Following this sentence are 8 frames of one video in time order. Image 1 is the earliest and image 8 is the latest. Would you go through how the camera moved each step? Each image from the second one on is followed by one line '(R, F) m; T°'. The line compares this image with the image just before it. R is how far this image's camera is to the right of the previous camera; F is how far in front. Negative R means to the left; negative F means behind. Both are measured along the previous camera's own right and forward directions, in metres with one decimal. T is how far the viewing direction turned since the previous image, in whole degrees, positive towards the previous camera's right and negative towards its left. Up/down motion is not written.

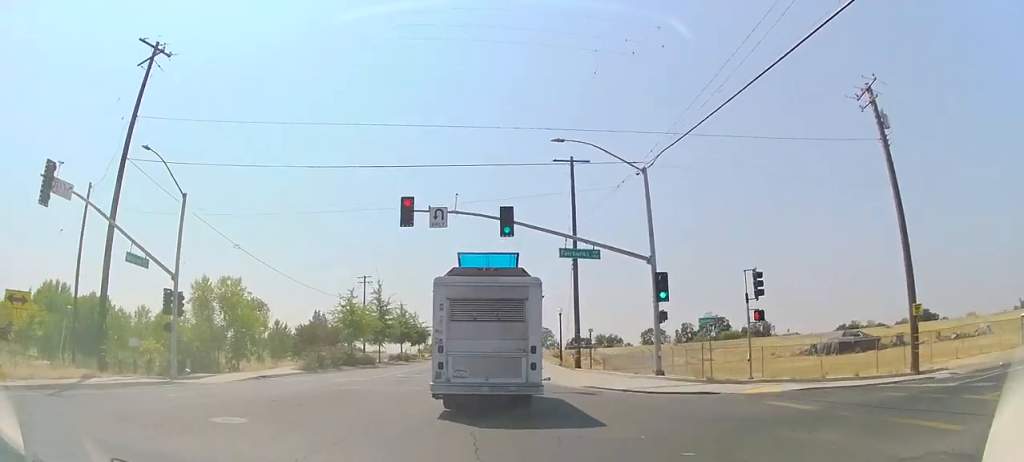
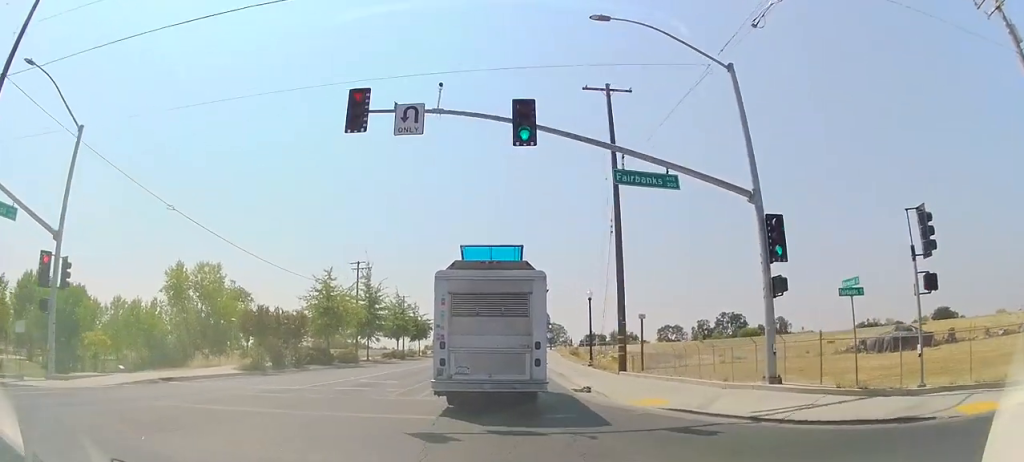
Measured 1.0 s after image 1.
(-0.2, +9.4) m; -2°
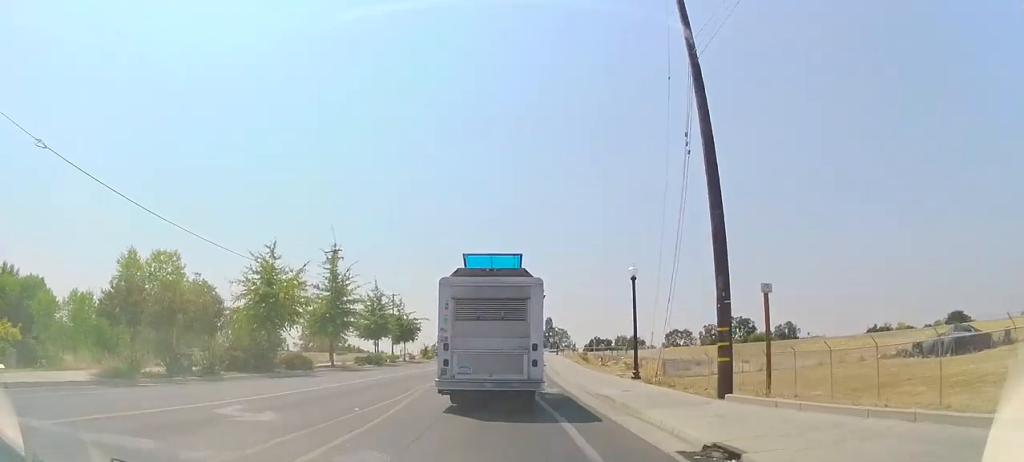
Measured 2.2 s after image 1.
(-0.1, +11.0) m; -1°
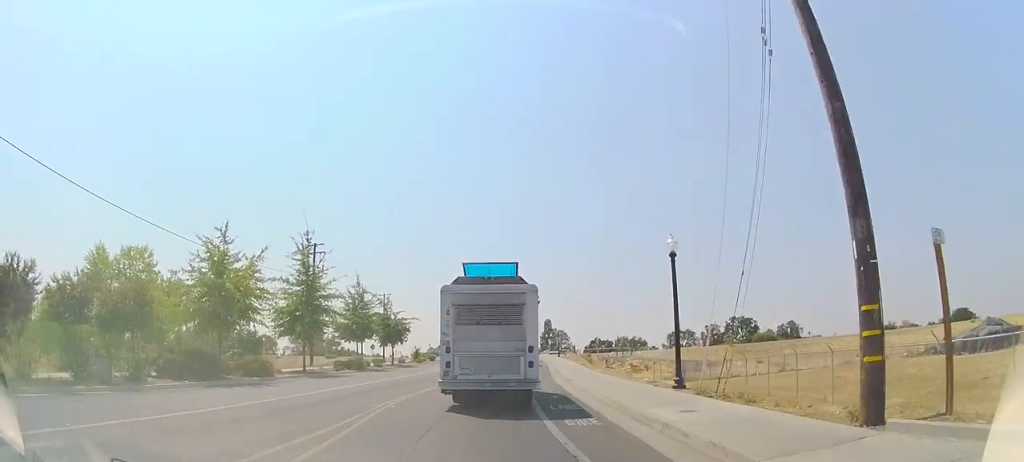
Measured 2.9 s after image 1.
(0.0, +5.6) m; 0°
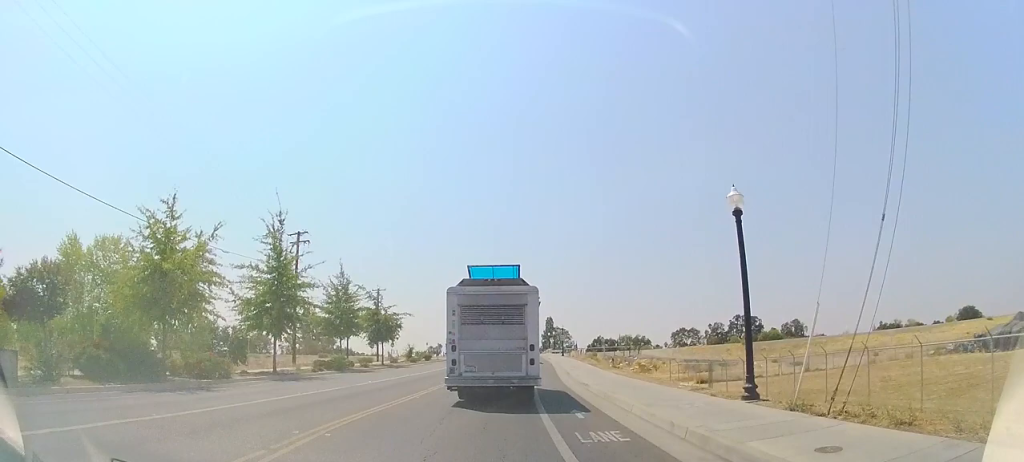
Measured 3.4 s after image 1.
(0.0, +4.8) m; 0°
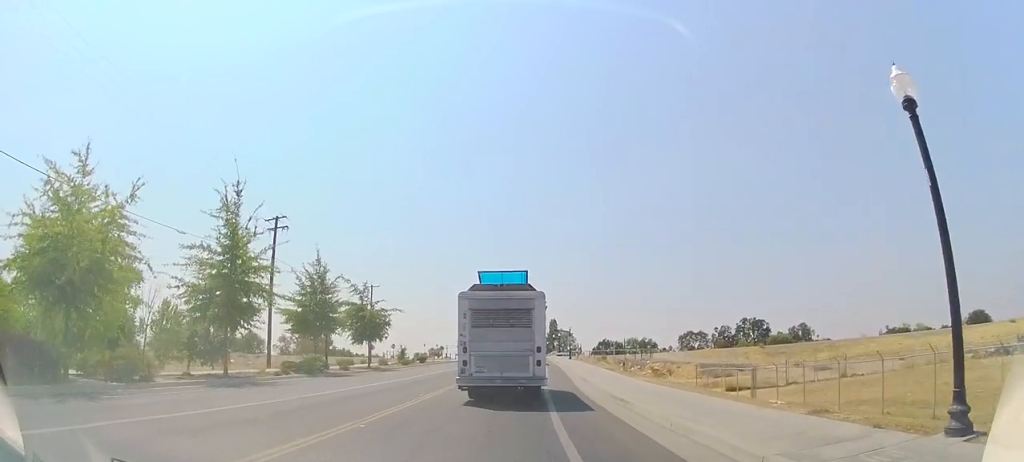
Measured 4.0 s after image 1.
(0.0, +5.9) m; 0°
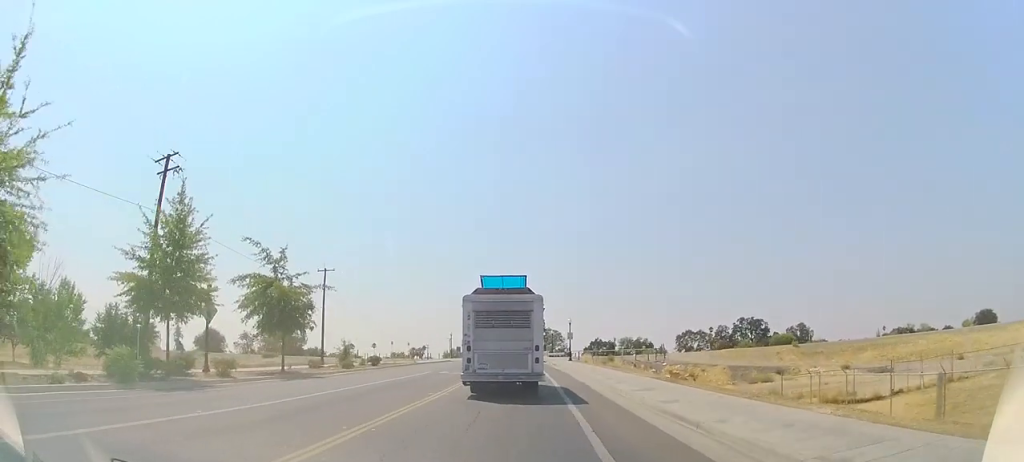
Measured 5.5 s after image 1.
(0.0, +14.7) m; +1°
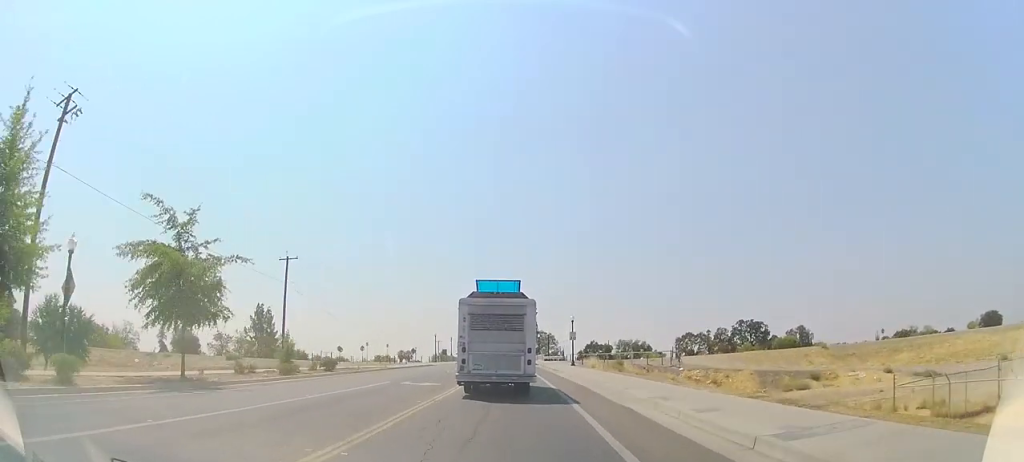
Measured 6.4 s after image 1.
(0.0, +9.1) m; +2°
